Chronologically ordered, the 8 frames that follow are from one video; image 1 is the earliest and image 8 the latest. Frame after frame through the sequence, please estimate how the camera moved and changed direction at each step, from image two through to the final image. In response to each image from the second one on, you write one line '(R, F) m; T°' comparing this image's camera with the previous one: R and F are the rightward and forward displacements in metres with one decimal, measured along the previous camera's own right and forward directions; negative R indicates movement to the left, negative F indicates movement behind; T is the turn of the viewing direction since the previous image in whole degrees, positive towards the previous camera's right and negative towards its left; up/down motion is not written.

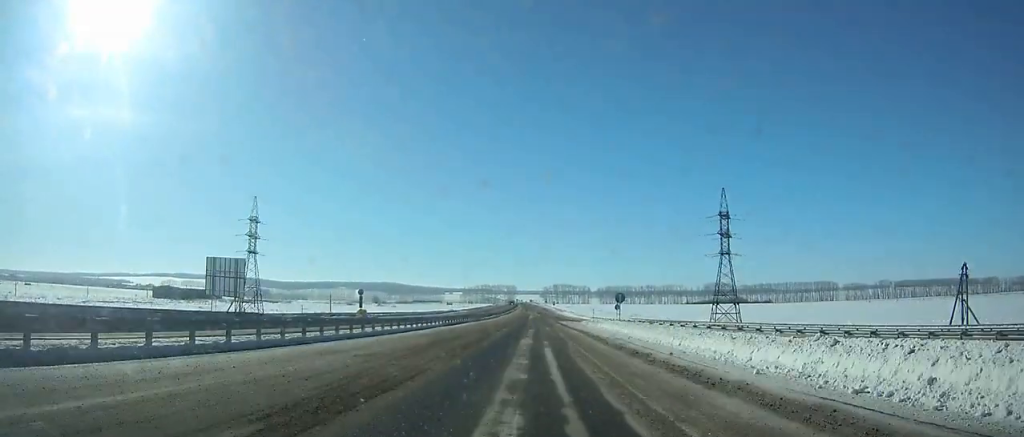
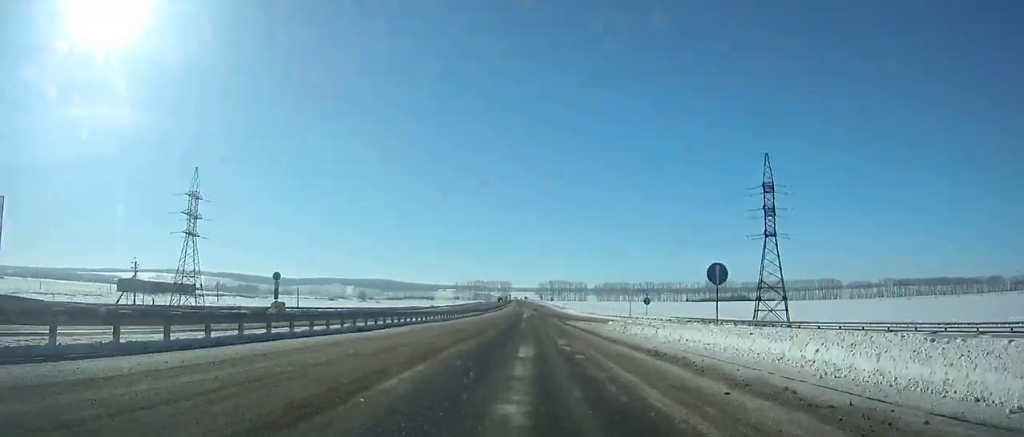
(+0.1, +27.7) m; 0°
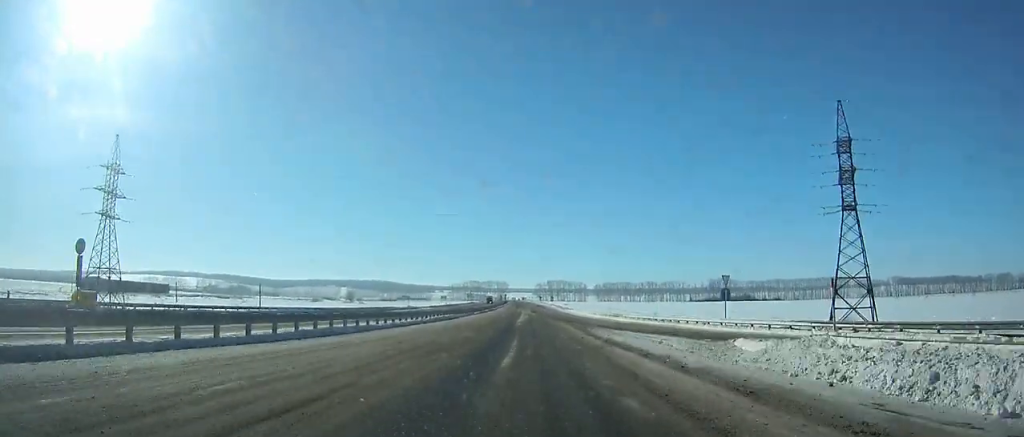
(0.0, +28.1) m; 0°
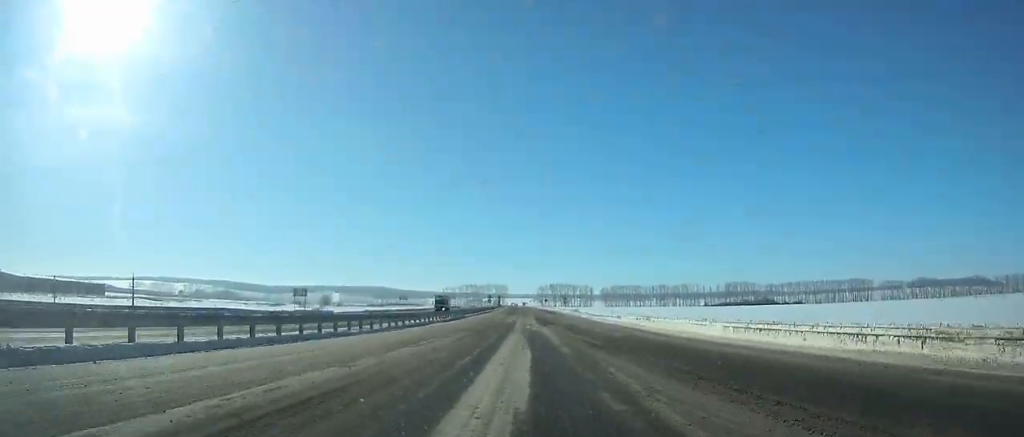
(+0.2, +61.1) m; 0°
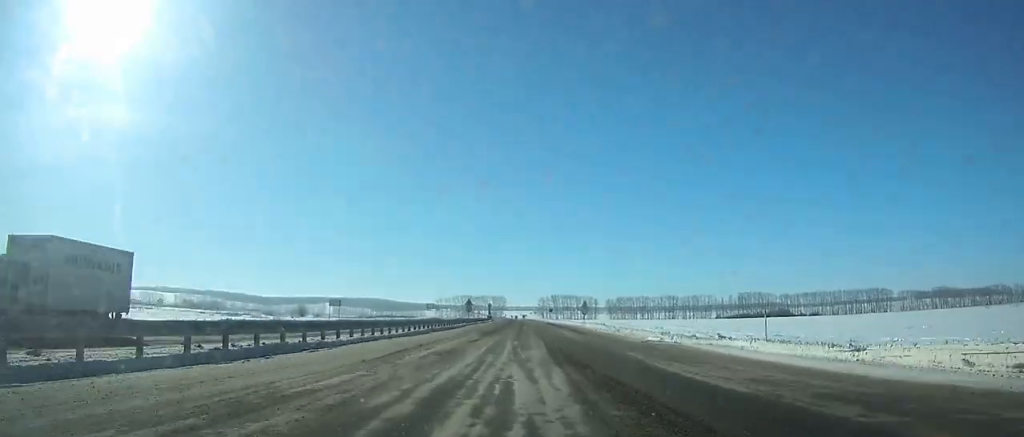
(+0.1, +44.2) m; 0°
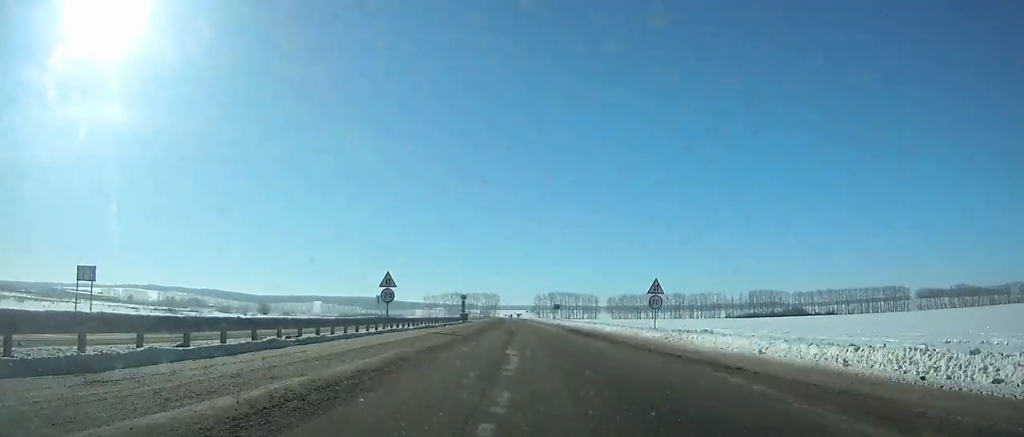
(-0.1, +48.6) m; 0°
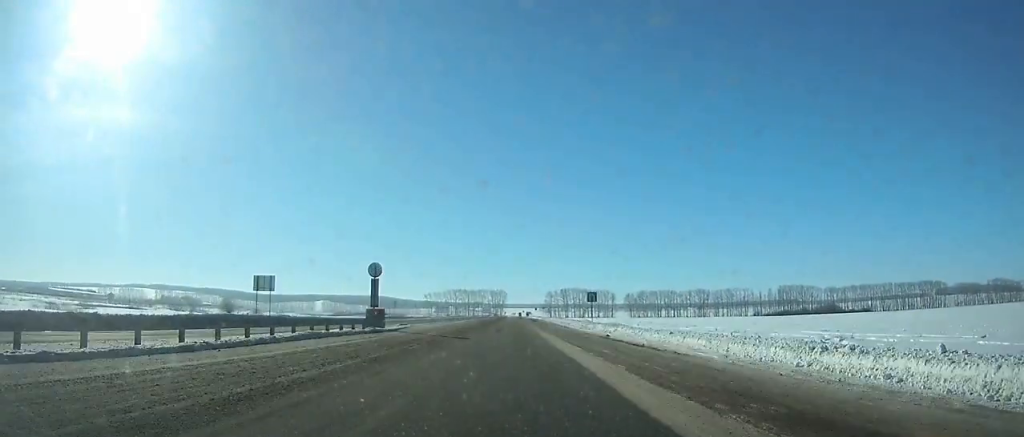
(+0.3, +51.1) m; -1°
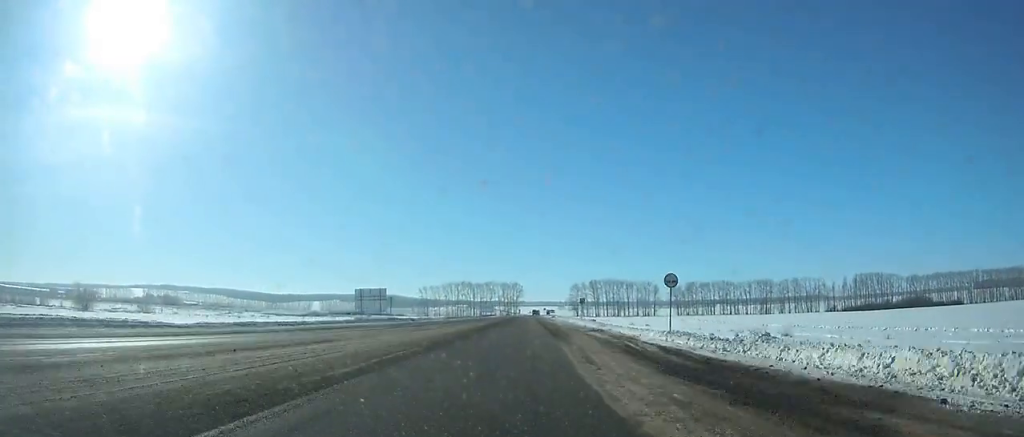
(-2.0, +109.9) m; -1°
